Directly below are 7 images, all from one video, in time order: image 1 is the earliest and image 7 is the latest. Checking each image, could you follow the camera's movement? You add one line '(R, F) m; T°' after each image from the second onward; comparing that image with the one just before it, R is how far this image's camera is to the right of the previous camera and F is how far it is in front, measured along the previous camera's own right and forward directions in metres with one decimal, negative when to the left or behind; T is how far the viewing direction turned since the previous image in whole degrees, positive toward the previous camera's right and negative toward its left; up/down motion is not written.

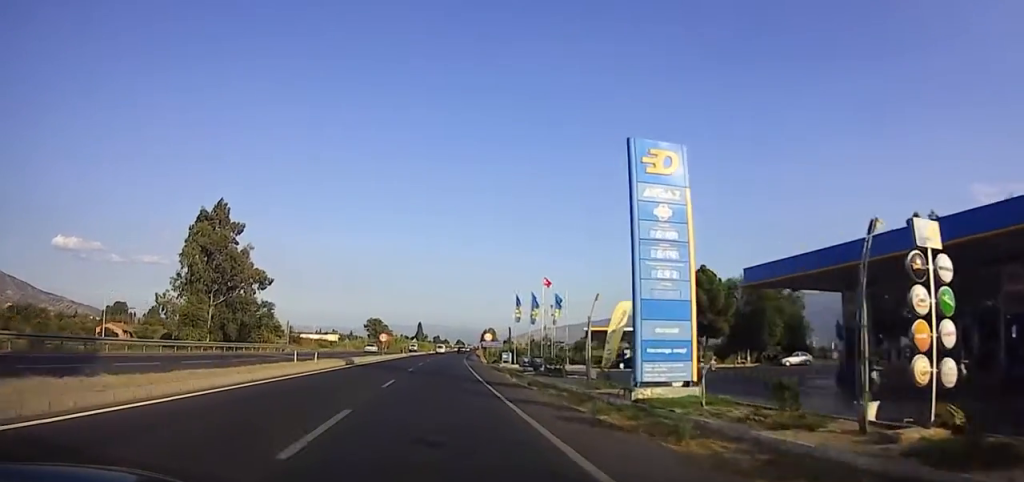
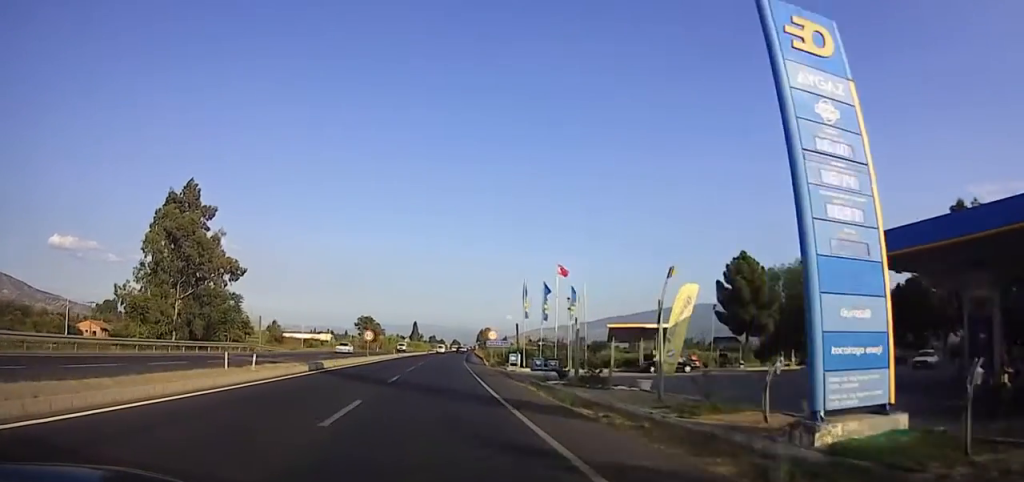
(-0.3, +8.8) m; +1°
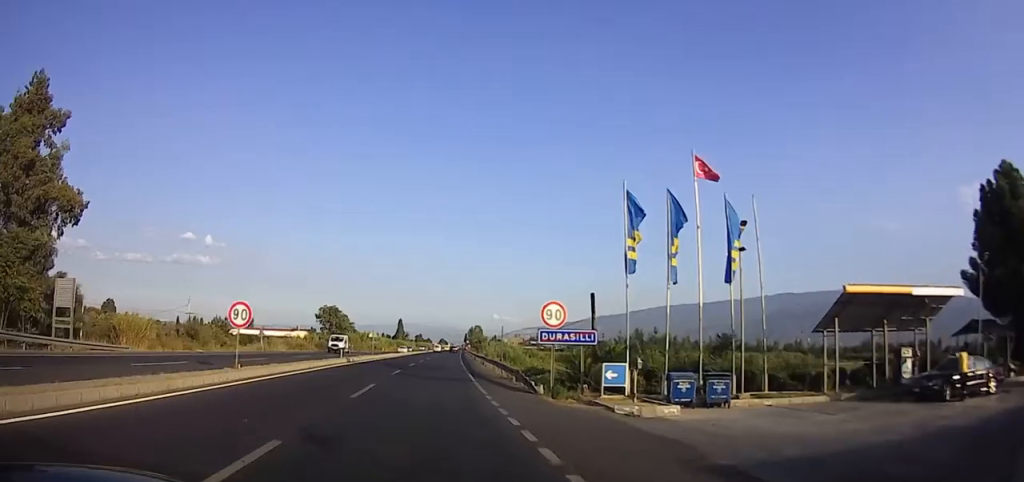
(+1.5, +29.1) m; +4°
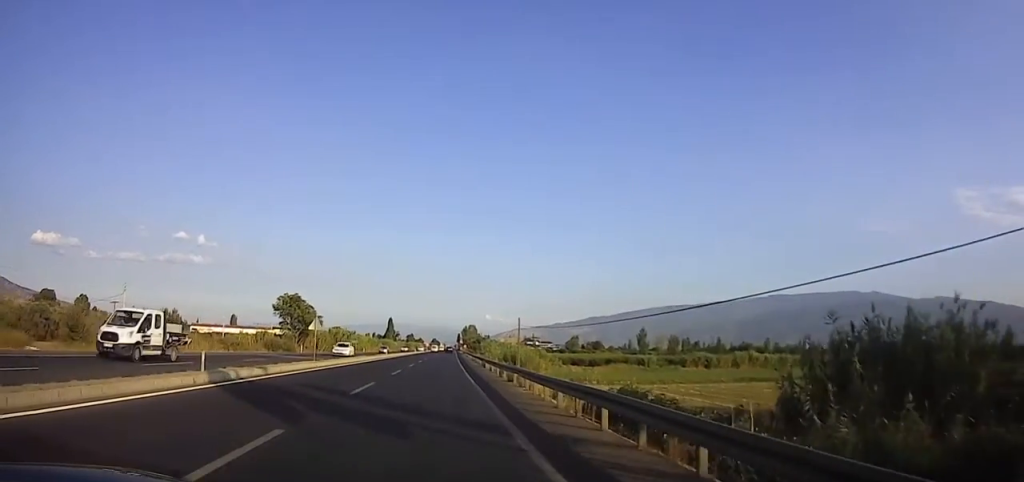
(-0.2, +21.7) m; 0°
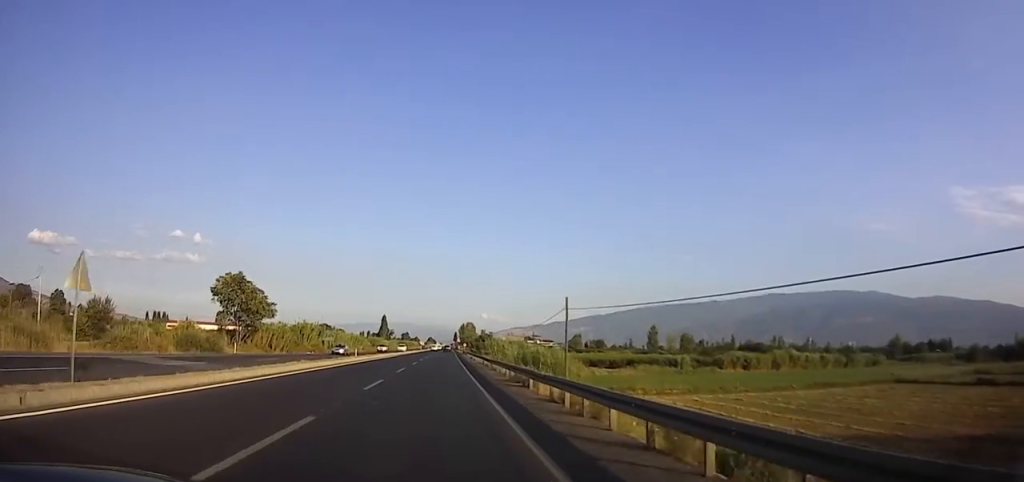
(0.0, +21.2) m; 0°
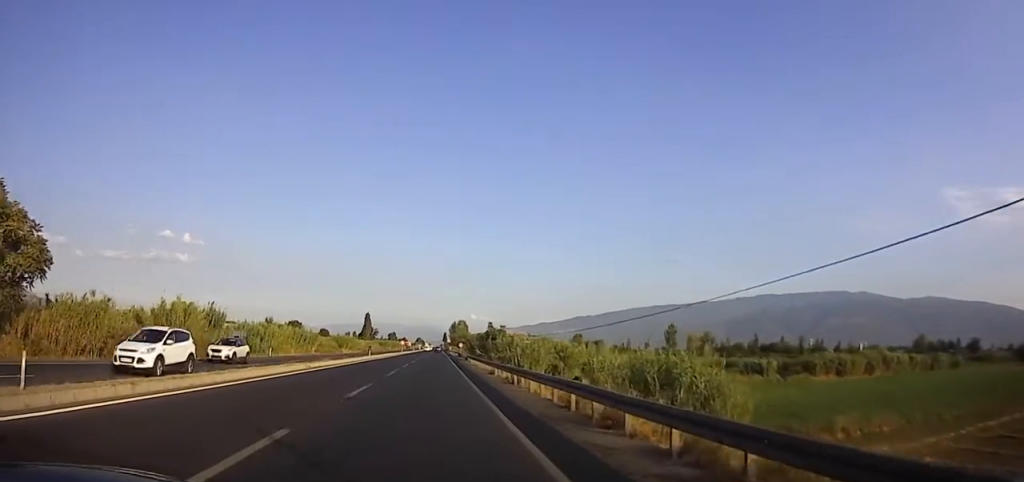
(0.0, +35.8) m; 0°
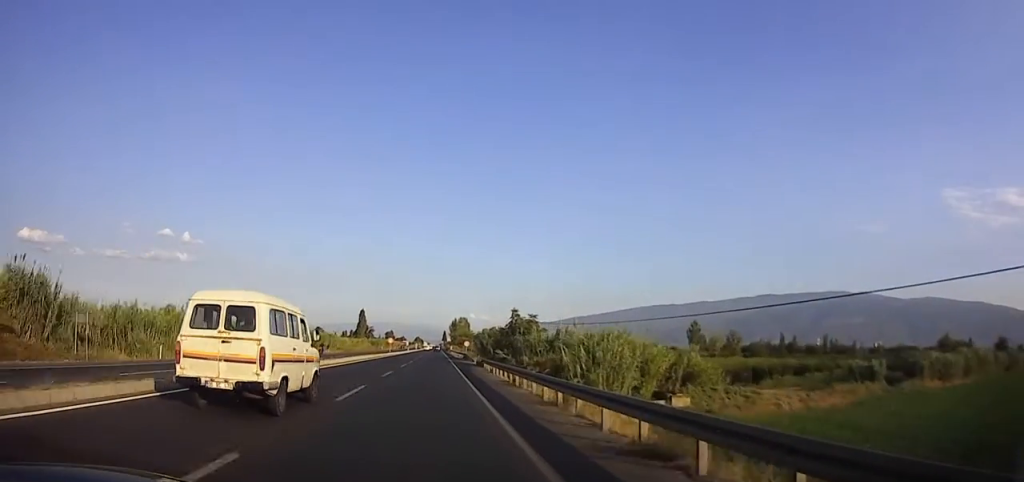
(0.0, +24.2) m; 0°
